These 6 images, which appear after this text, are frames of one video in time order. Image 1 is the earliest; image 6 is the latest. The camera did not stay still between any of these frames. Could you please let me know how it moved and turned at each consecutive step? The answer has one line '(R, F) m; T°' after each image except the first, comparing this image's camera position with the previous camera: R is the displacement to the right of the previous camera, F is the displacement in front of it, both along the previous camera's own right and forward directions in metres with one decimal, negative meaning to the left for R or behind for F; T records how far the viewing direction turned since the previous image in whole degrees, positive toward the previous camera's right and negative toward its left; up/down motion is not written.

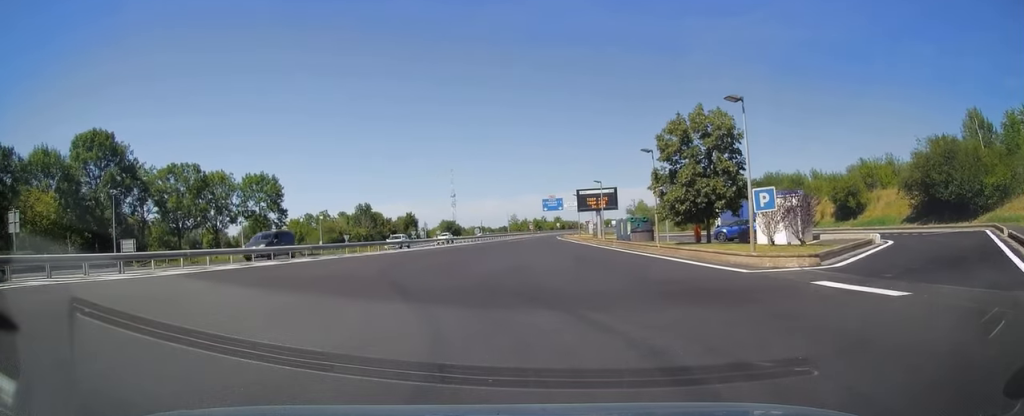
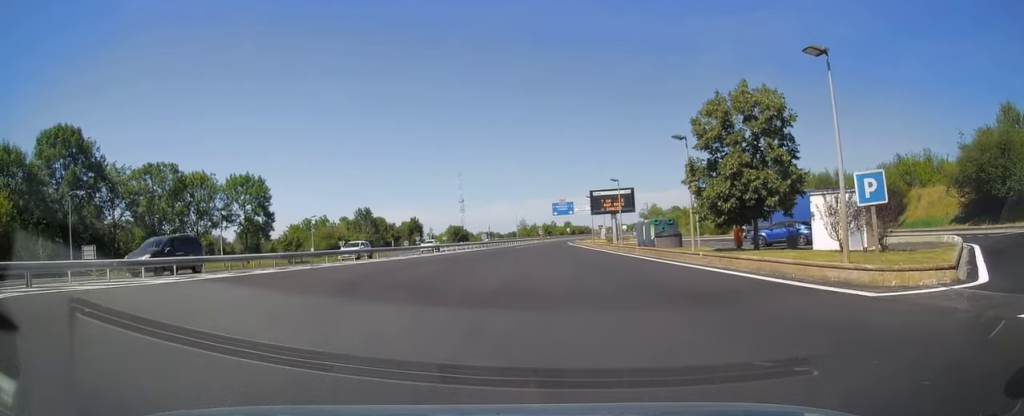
(0.0, +6.1) m; -1°
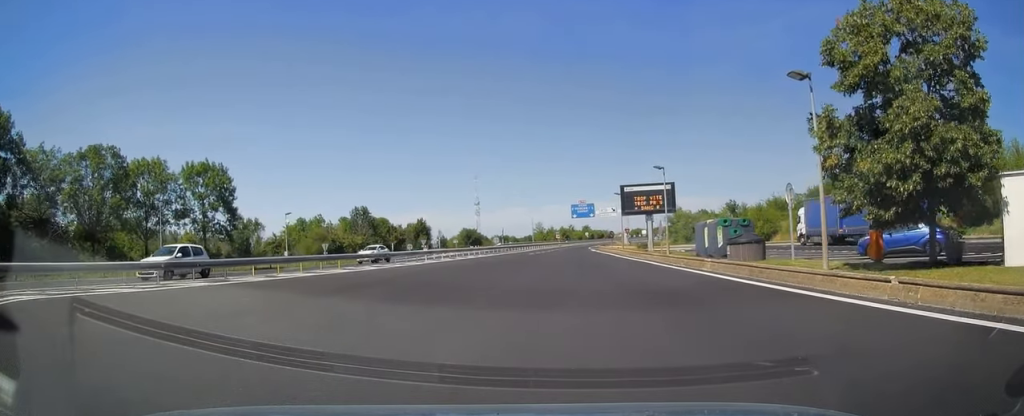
(-0.2, +12.2) m; -1°
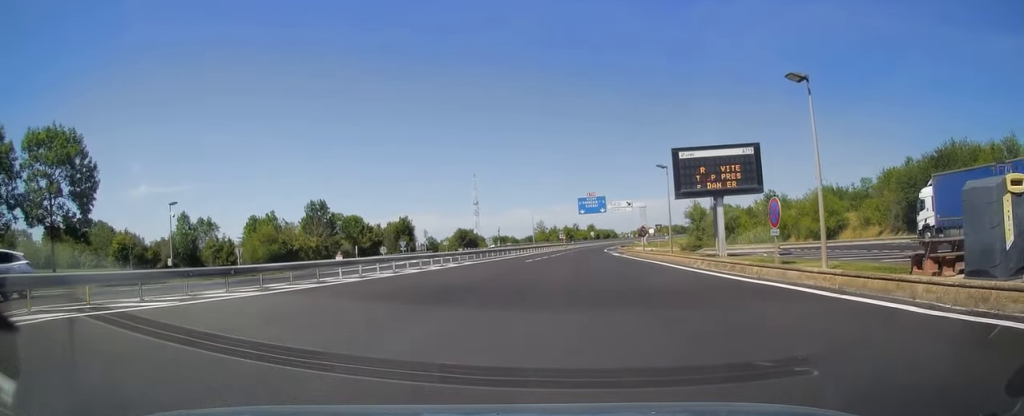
(-0.2, +20.5) m; 0°
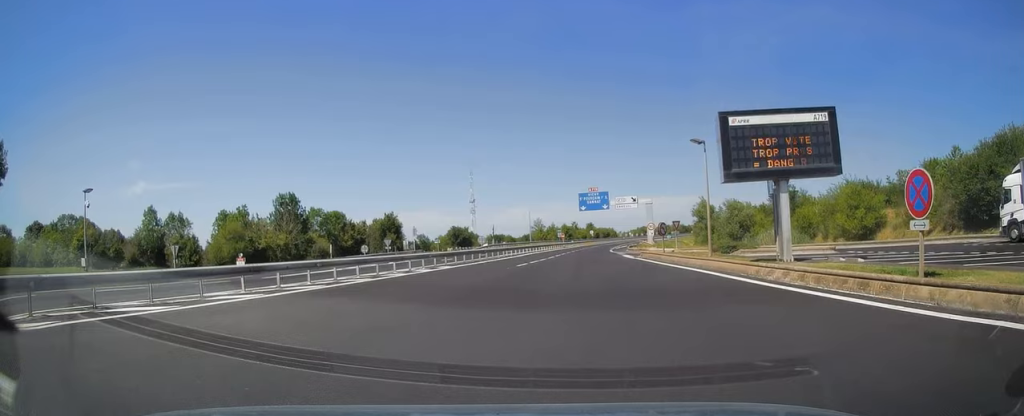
(+0.1, +9.1) m; +1°
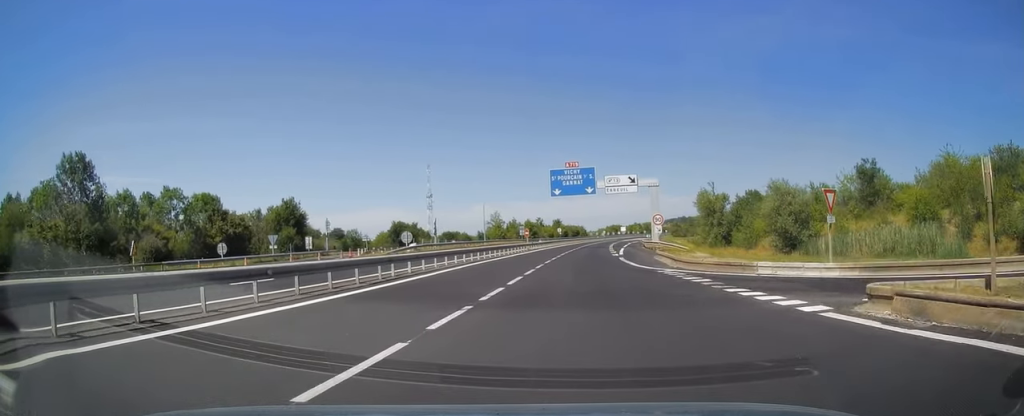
(+0.8, +31.9) m; +4°
